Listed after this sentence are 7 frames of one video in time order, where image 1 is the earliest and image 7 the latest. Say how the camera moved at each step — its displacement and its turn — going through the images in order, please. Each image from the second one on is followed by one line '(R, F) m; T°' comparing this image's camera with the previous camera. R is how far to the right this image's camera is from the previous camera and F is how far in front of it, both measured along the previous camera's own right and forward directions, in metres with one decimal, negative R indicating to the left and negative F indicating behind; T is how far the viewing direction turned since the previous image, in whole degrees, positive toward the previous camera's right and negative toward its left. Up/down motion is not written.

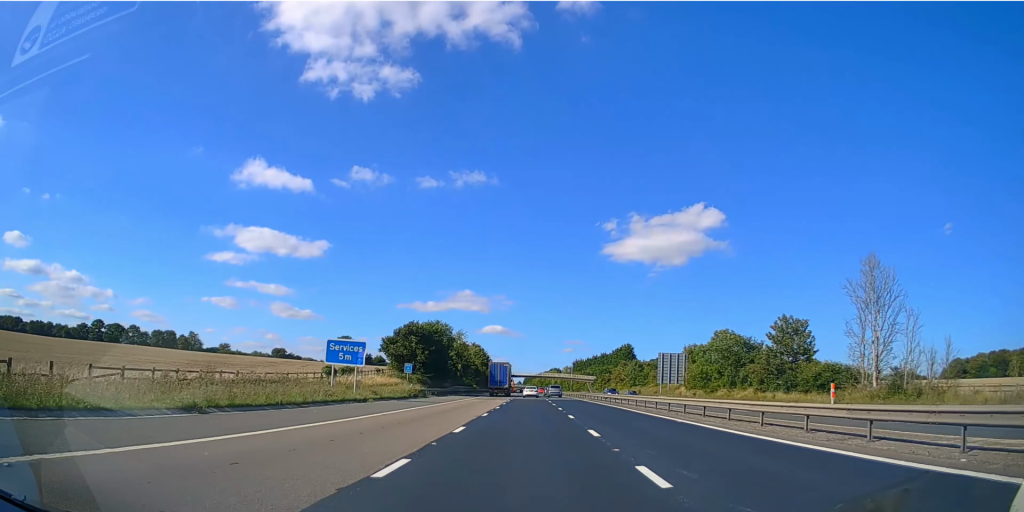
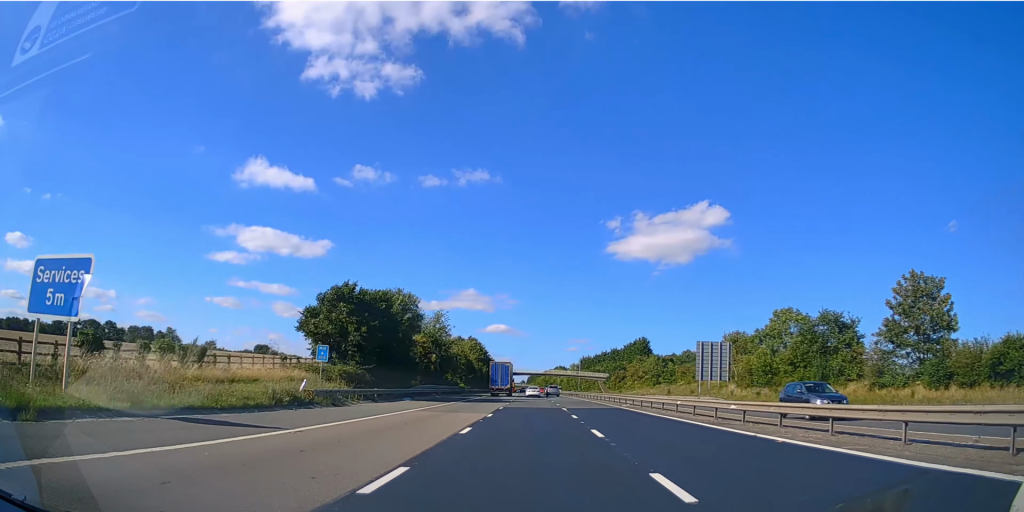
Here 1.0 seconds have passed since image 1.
(-0.1, +27.4) m; 0°
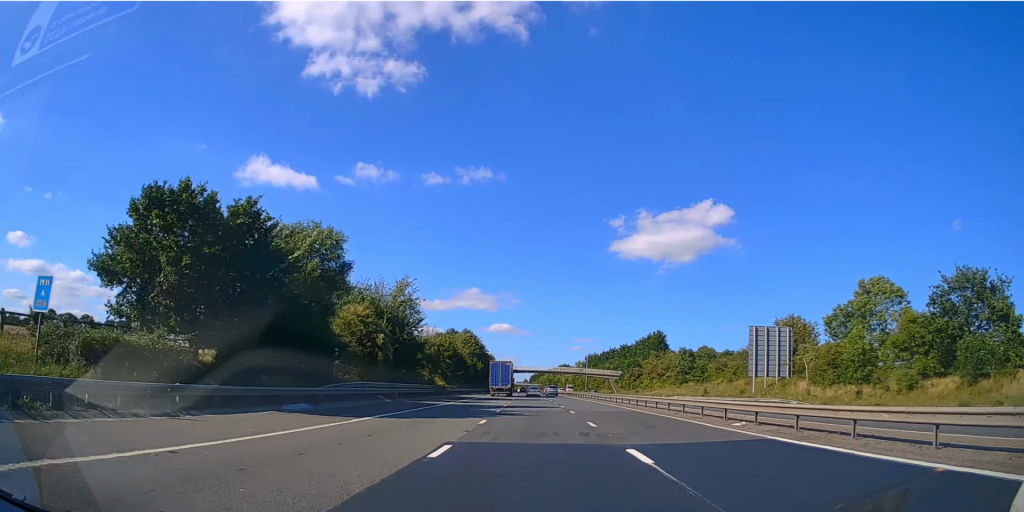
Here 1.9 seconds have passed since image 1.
(0.0, +23.6) m; 0°
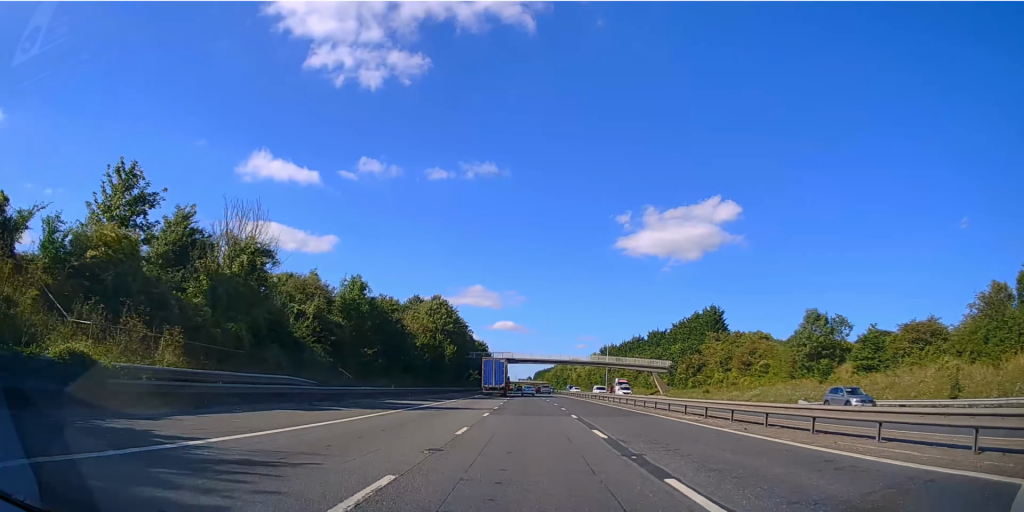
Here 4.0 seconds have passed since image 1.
(-0.3, +56.0) m; -1°
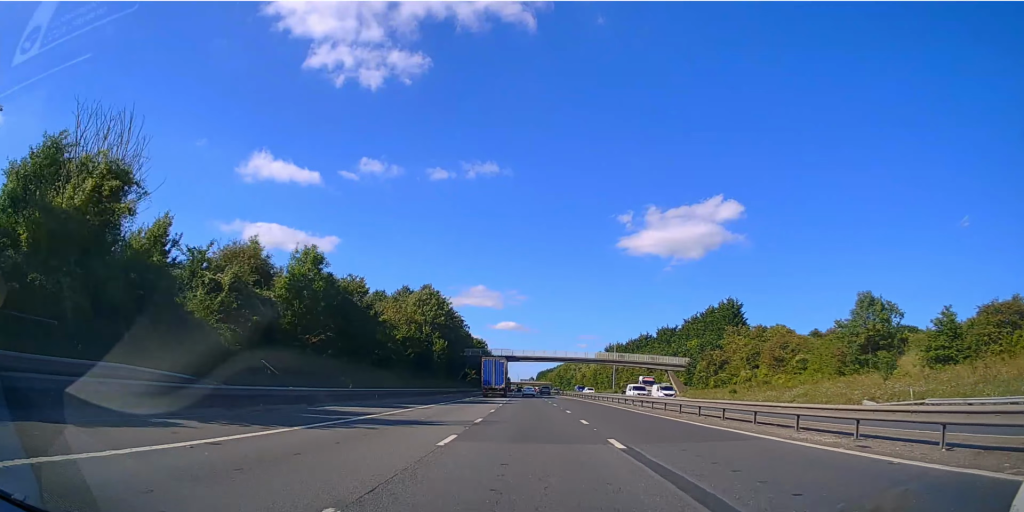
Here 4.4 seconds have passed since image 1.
(0.0, +10.9) m; 0°
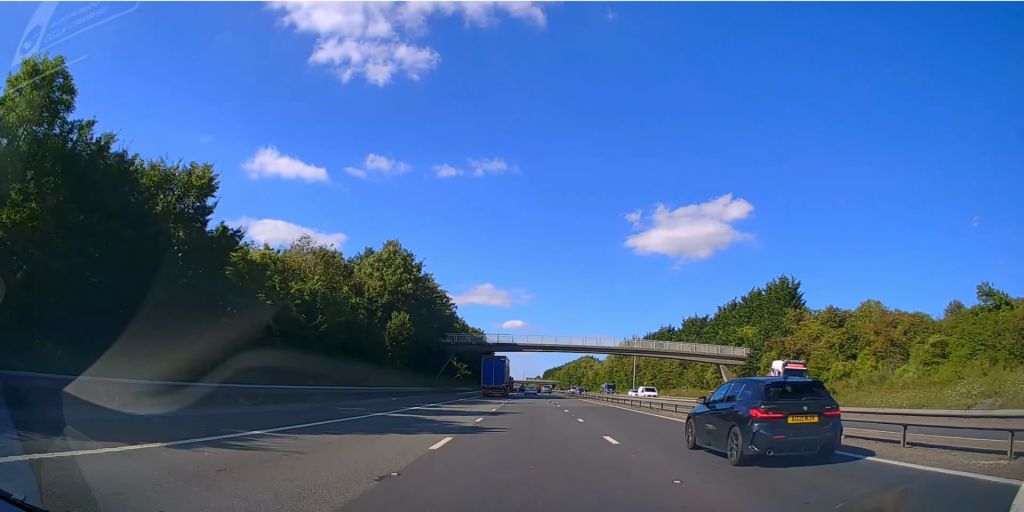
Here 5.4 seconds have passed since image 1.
(-0.1, +23.9) m; 0°
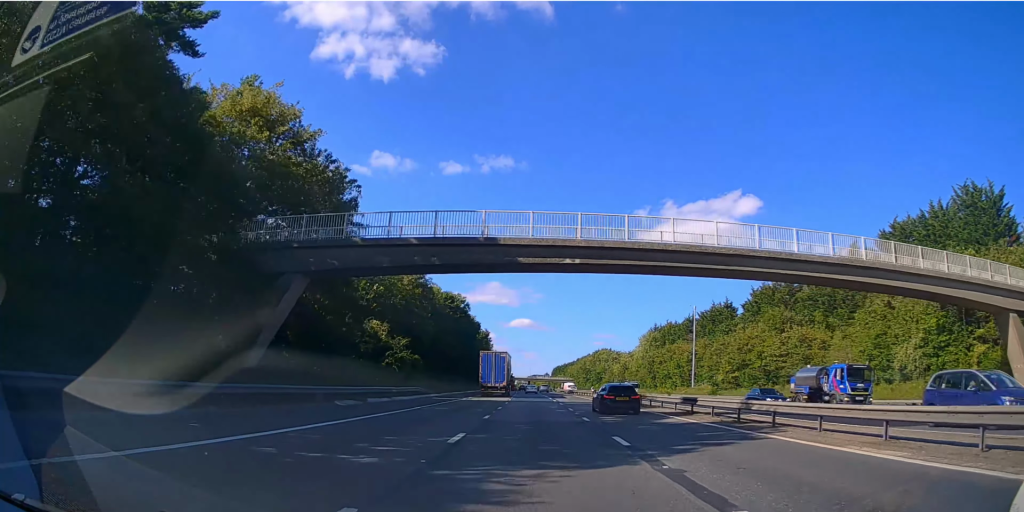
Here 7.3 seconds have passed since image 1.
(-0.3, +43.0) m; -1°
